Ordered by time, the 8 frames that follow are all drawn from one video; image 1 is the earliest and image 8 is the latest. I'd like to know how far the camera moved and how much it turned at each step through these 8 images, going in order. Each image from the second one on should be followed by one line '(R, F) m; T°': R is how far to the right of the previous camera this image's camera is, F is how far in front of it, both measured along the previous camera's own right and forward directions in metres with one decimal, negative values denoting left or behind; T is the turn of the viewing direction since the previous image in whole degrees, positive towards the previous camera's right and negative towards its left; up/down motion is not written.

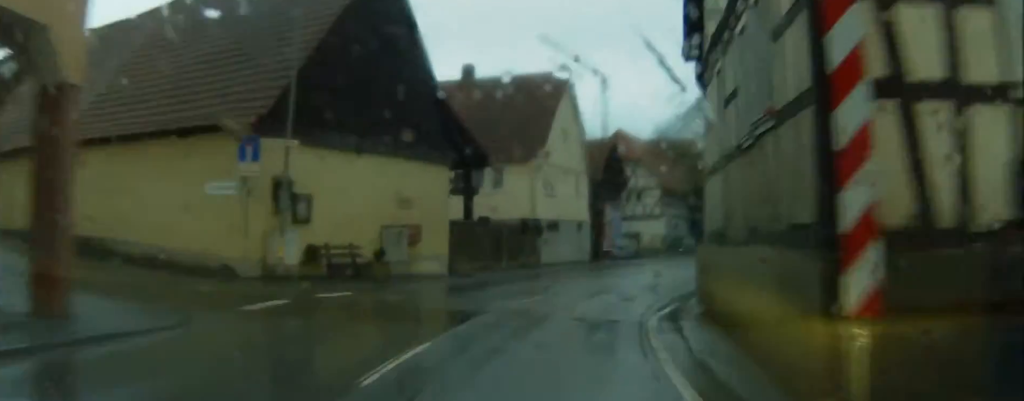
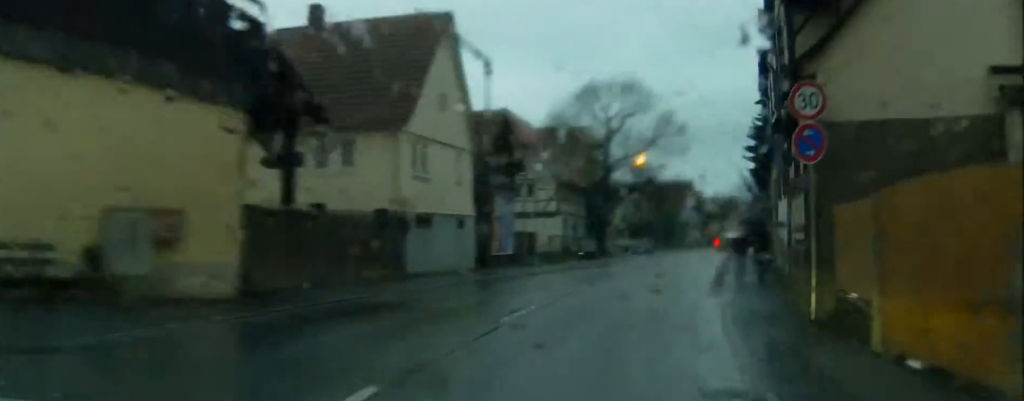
(-0.6, +11.5) m; +5°
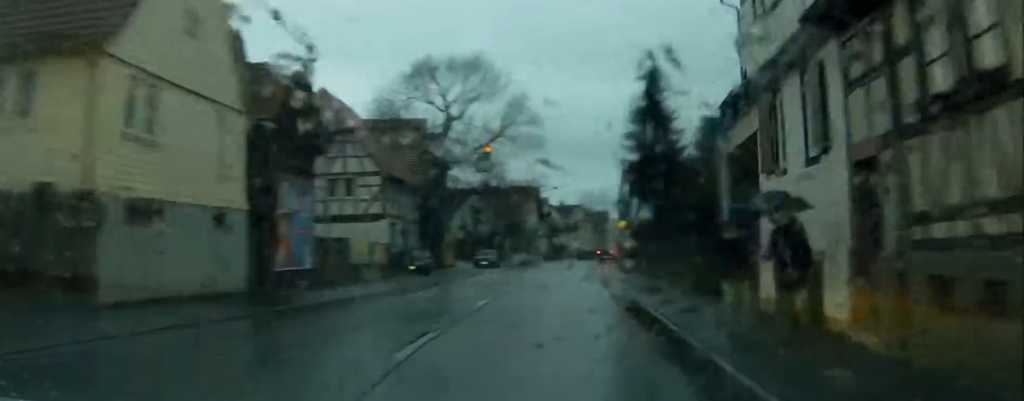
(+1.7, +12.7) m; +6°
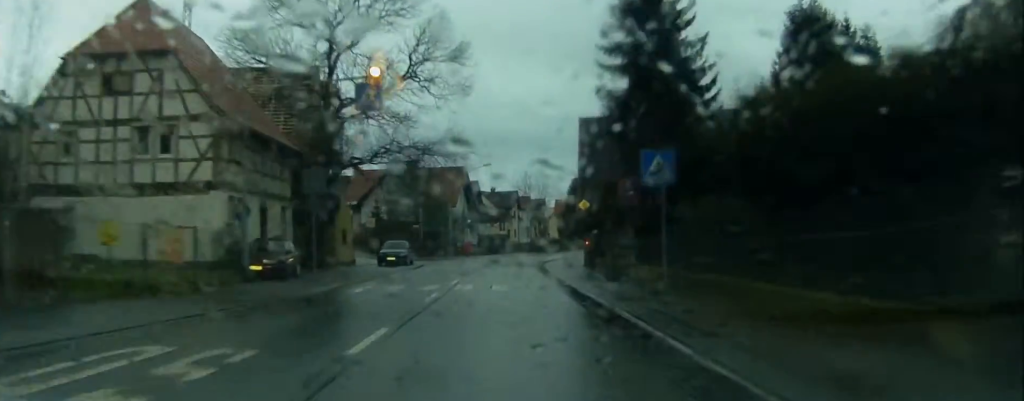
(+1.2, +17.4) m; +5°
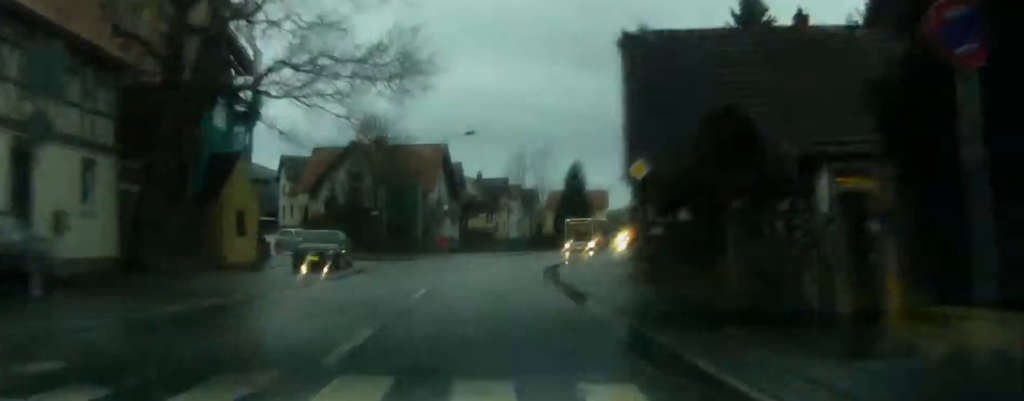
(+0.4, +17.9) m; +3°
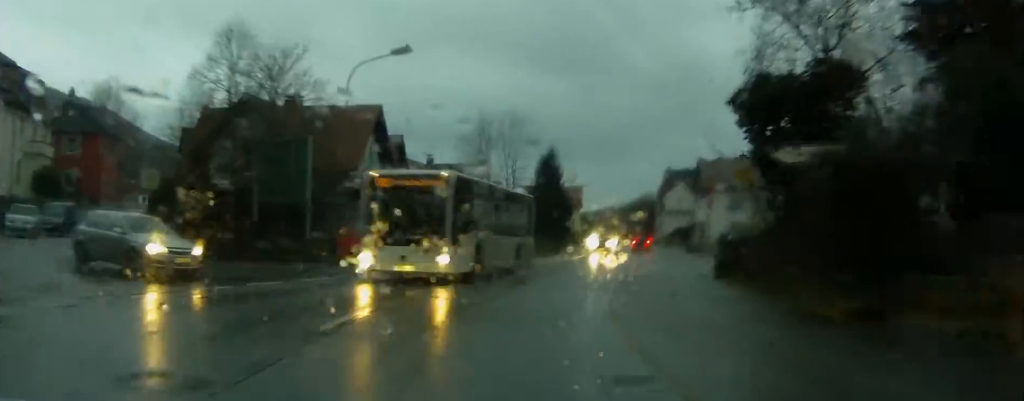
(+0.7, +23.8) m; +4°
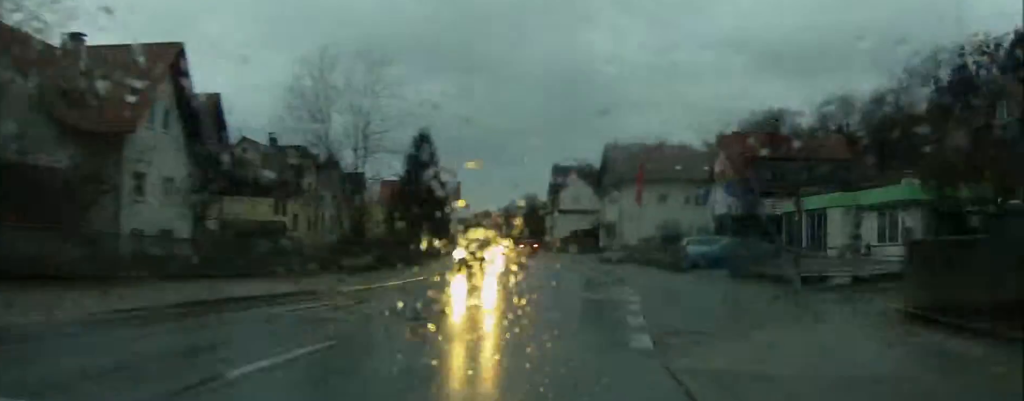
(+0.8, +20.5) m; +3°
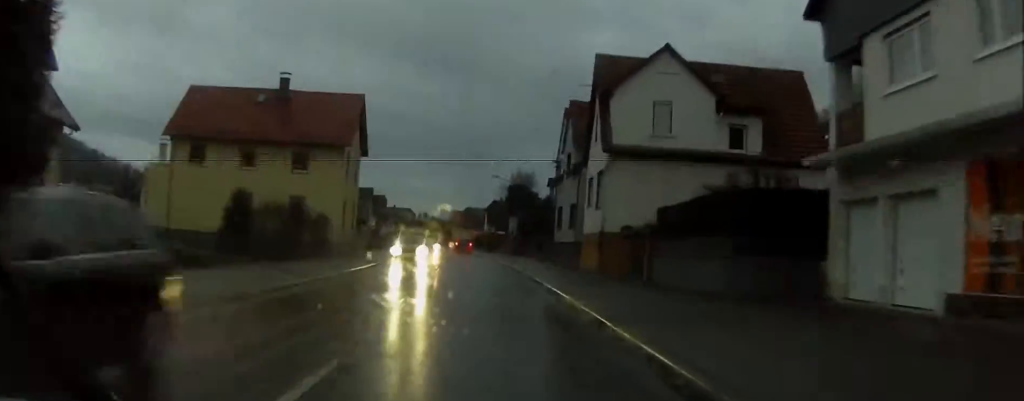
(+3.4, +72.5) m; +3°
